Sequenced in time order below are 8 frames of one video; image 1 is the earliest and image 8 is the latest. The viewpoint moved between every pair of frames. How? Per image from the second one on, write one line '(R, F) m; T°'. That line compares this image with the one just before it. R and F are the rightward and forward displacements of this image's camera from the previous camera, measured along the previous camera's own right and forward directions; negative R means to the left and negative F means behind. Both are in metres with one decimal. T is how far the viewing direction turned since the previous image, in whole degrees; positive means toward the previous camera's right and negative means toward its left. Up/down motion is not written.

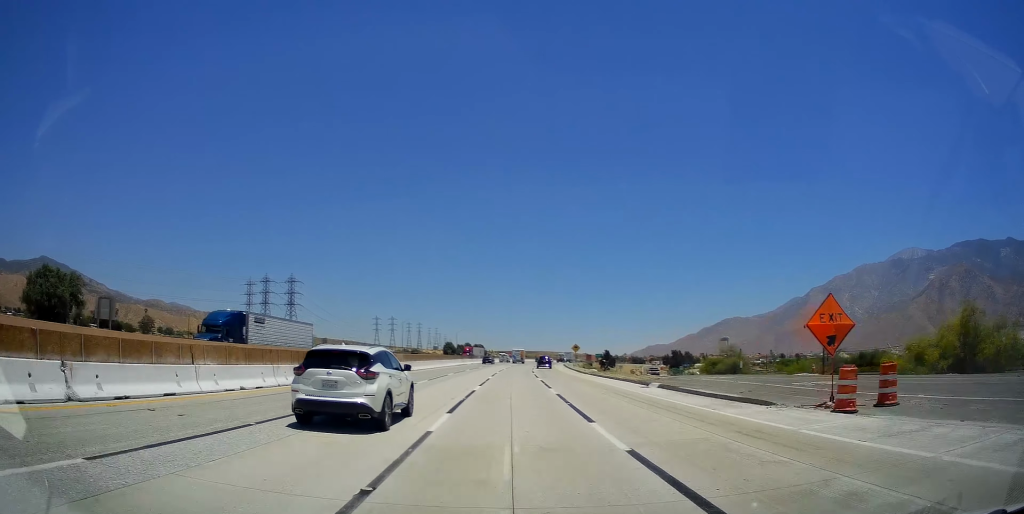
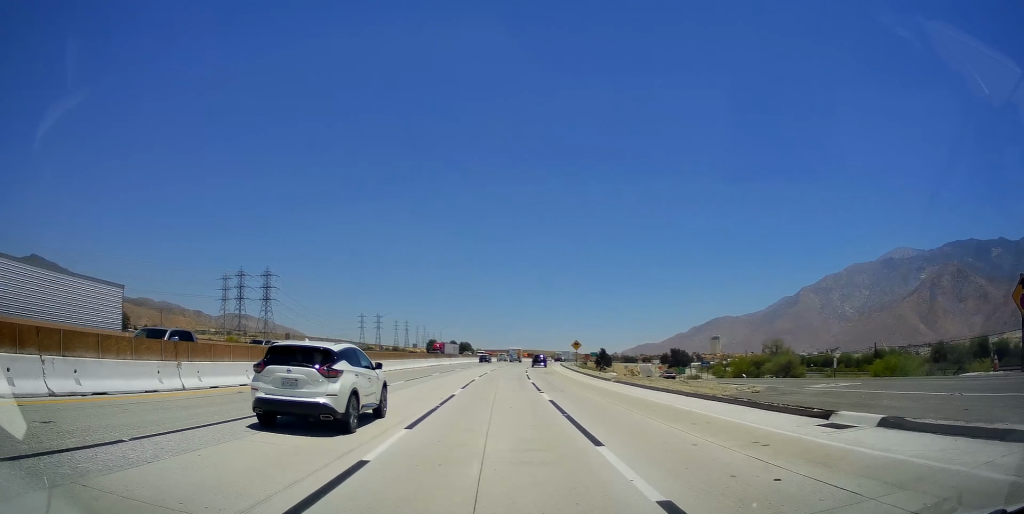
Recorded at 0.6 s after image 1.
(+0.1, +19.0) m; +1°
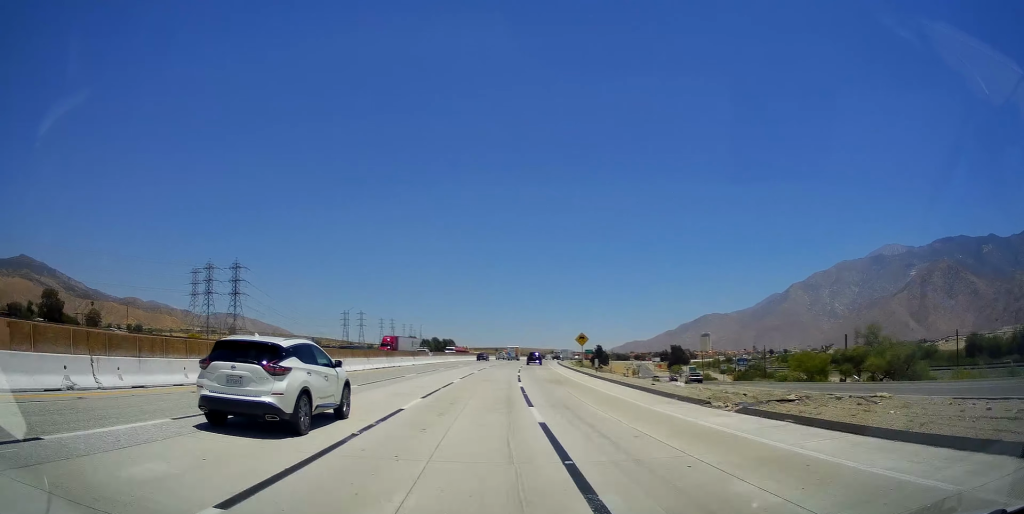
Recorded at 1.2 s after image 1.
(+0.2, +21.1) m; +1°
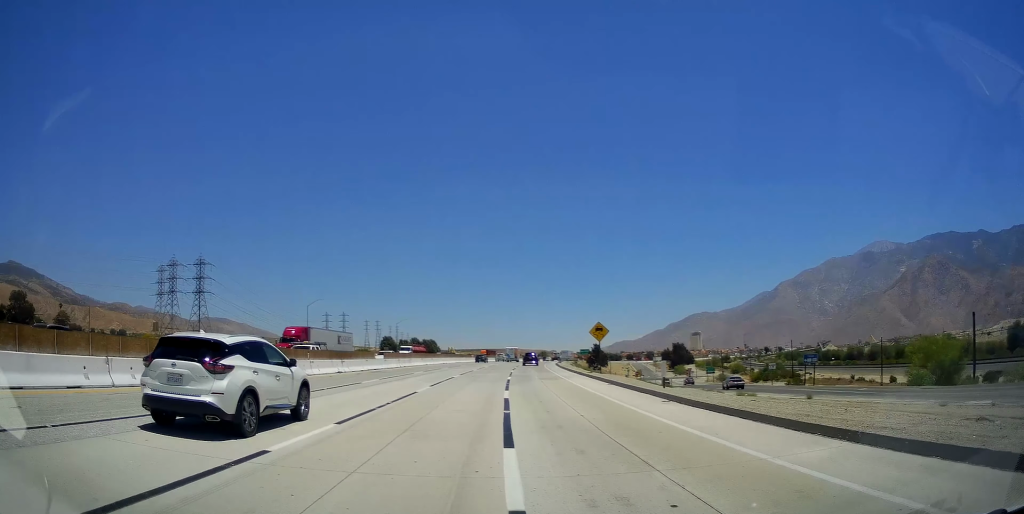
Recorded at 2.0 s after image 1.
(+0.2, +22.1) m; +1°
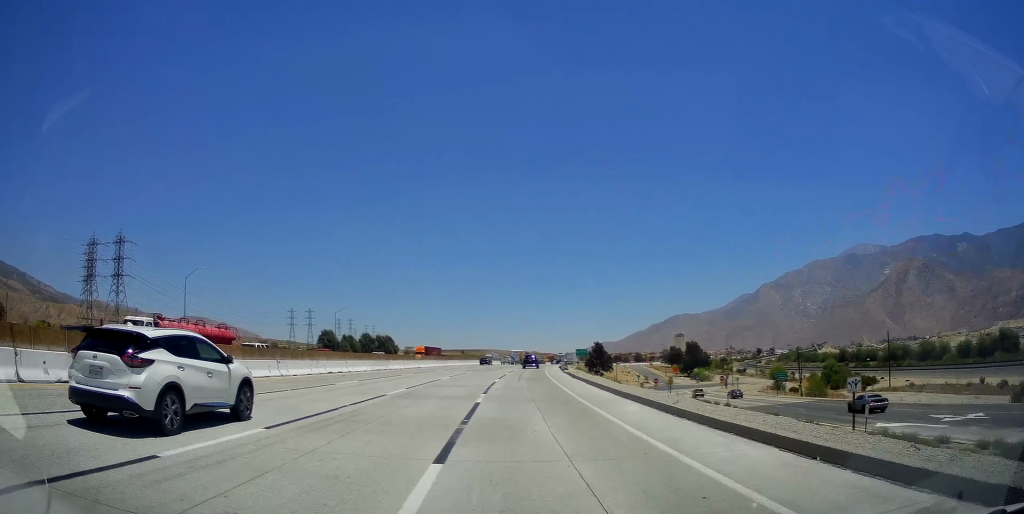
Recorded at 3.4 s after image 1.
(+0.7, +44.0) m; +2°
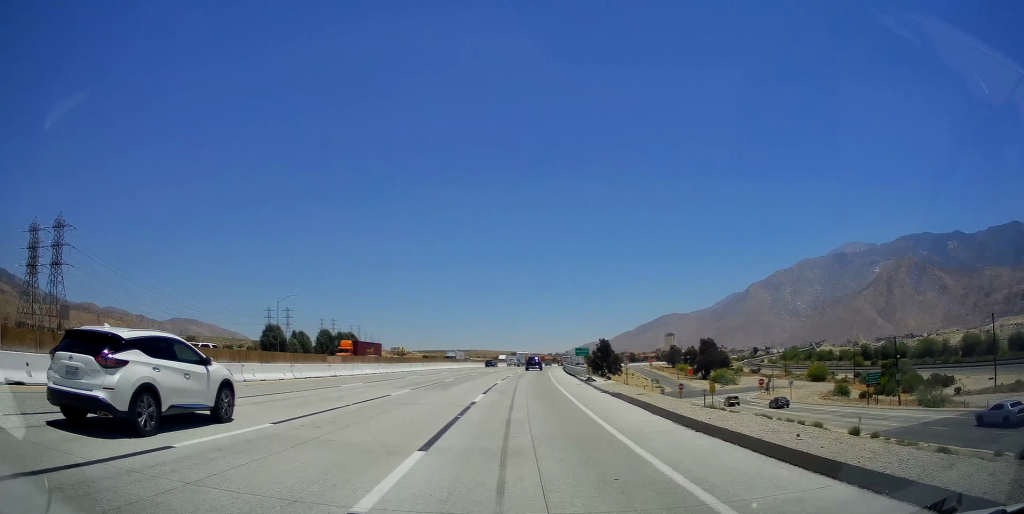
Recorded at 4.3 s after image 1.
(+0.3, +29.1) m; +1°
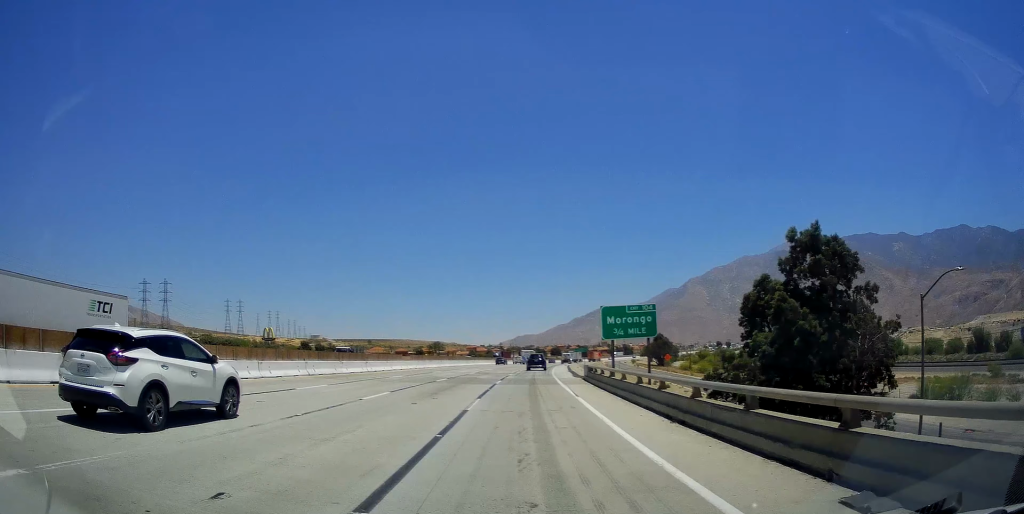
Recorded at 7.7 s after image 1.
(+4.9, +105.4) m; +7°
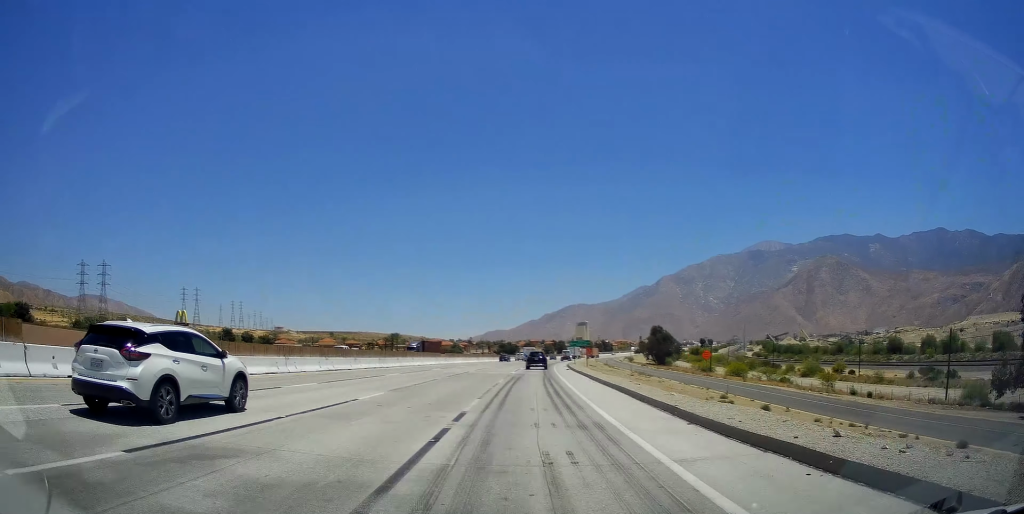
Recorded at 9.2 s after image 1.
(+1.3, +44.9) m; +3°
